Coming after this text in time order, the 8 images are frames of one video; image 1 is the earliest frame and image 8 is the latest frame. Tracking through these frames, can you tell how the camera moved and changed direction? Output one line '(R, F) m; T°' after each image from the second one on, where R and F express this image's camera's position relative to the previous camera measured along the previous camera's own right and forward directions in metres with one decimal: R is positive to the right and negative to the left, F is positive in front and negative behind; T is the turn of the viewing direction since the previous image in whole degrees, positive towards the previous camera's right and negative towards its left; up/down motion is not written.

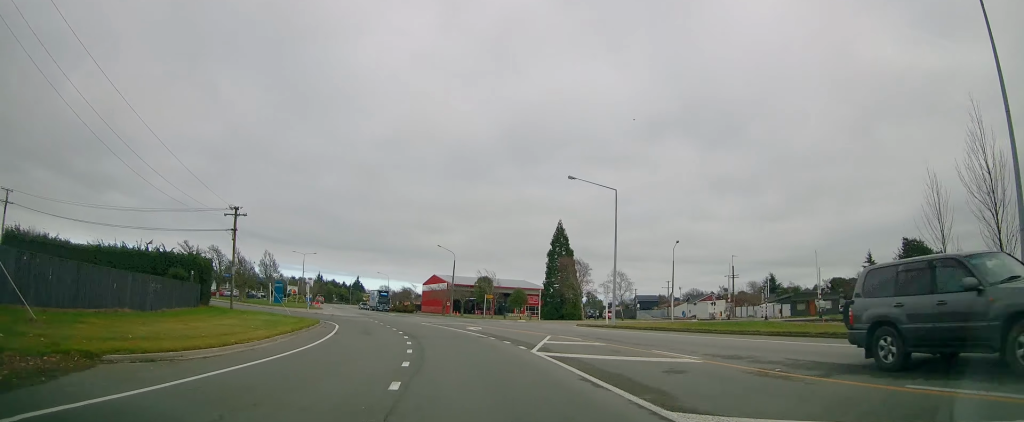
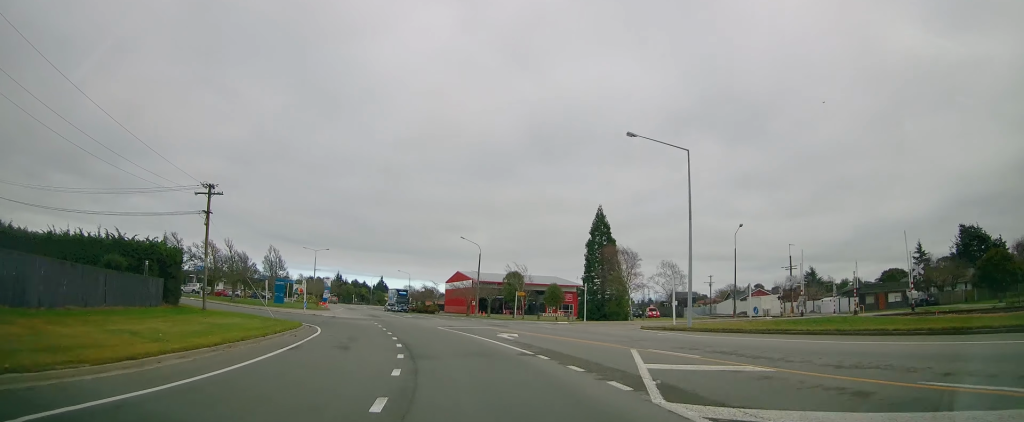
(0.0, +10.2) m; -2°
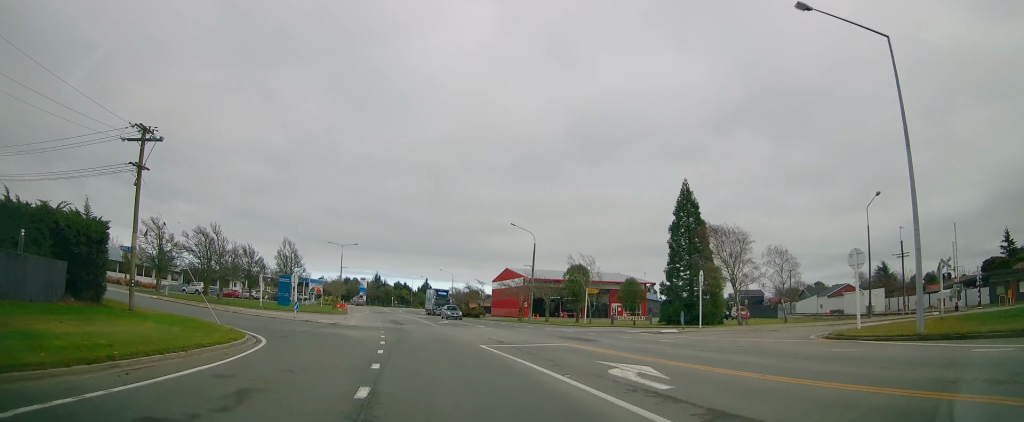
(-0.5, +14.9) m; -4°
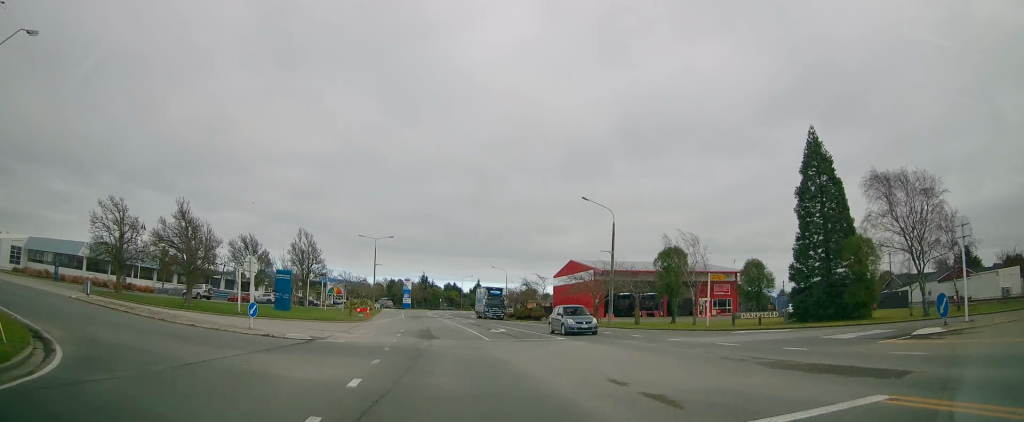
(-0.6, +15.3) m; -5°
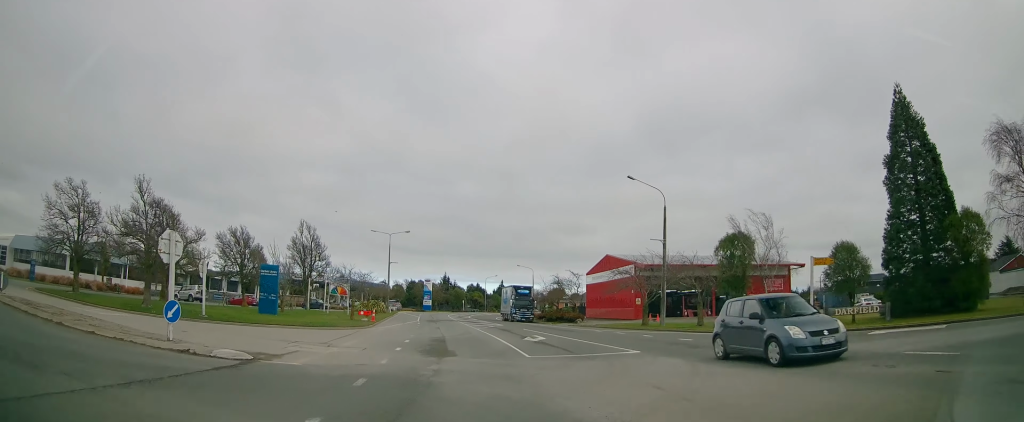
(-0.1, +8.1) m; -3°
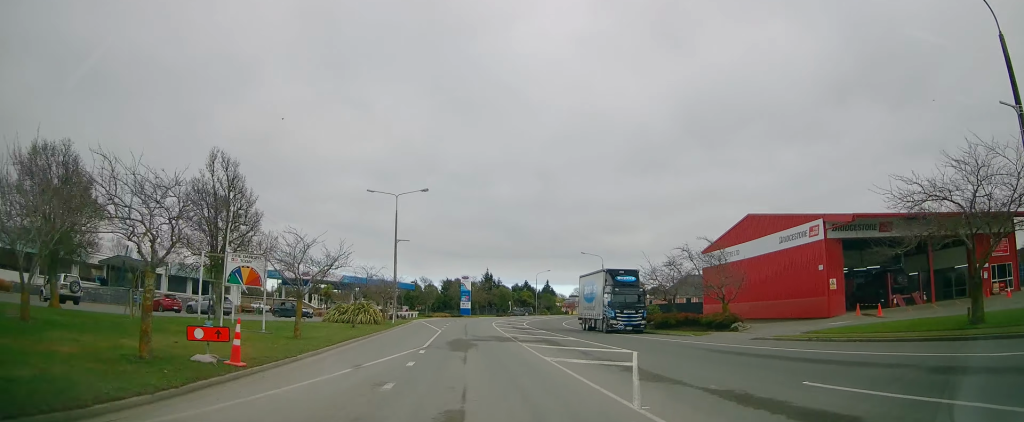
(-2.6, +28.2) m; -7°
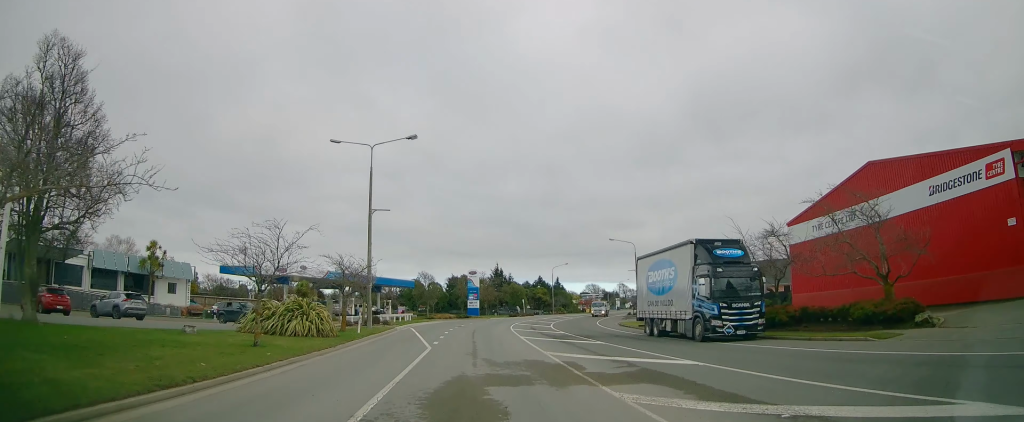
(+0.2, +14.1) m; -1°
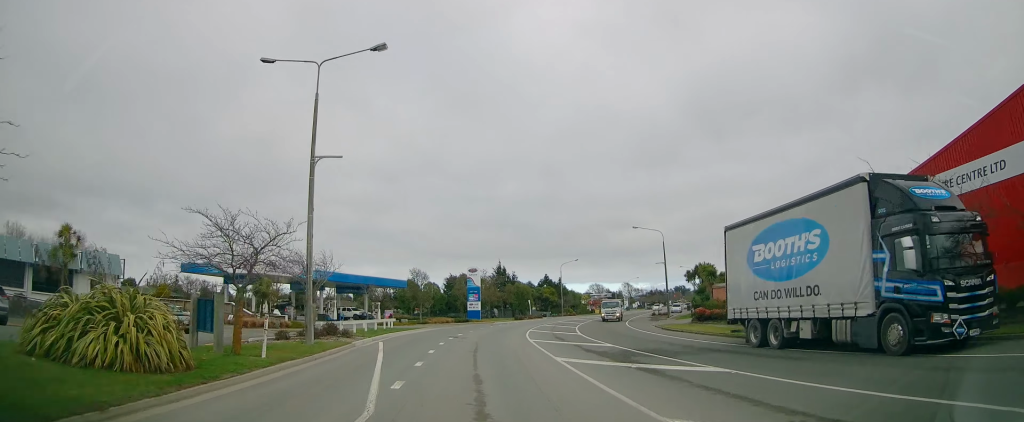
(-0.2, +11.2) m; -1°
